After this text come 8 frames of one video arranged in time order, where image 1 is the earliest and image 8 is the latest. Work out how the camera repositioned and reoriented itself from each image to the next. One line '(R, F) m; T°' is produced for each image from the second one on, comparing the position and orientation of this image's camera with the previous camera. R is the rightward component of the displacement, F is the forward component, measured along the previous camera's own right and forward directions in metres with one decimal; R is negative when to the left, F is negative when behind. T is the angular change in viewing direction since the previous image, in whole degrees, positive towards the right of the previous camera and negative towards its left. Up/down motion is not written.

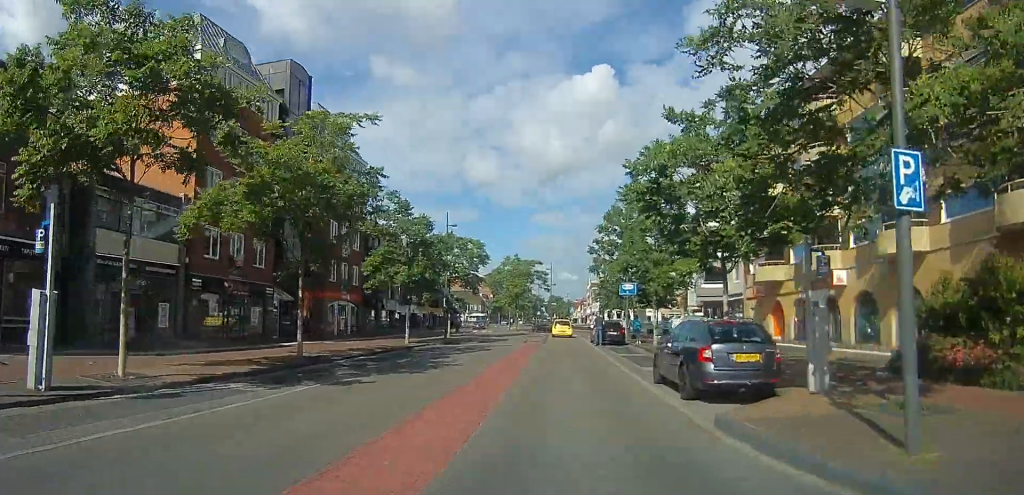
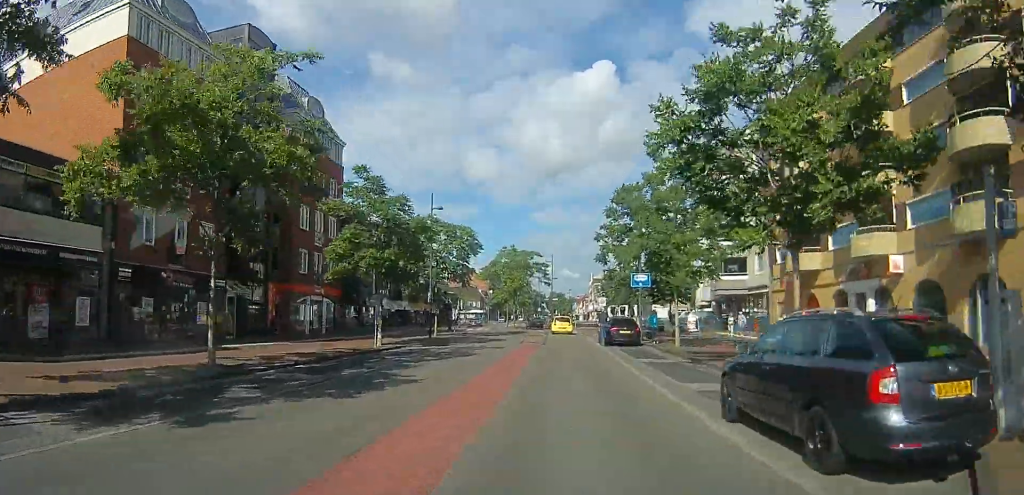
(+0.9, +4.8) m; 0°
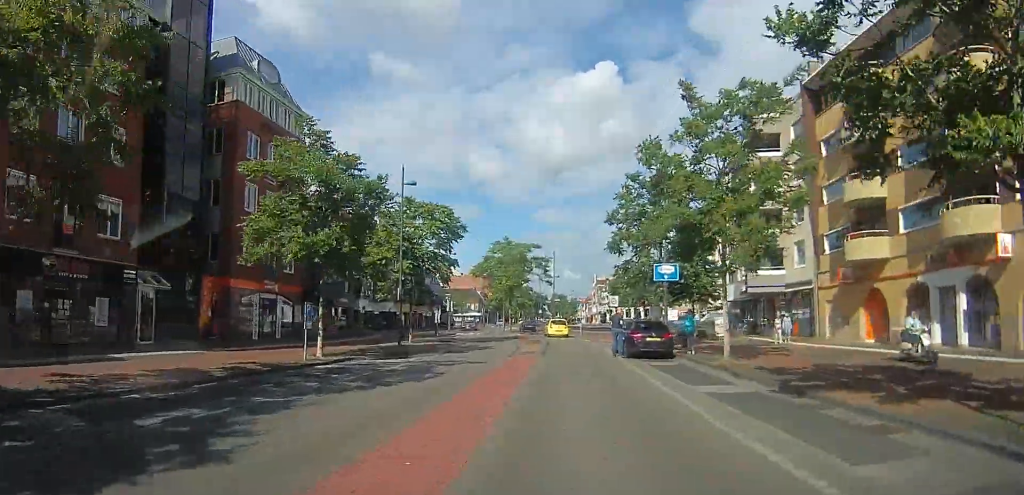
(-0.2, +6.4) m; 0°
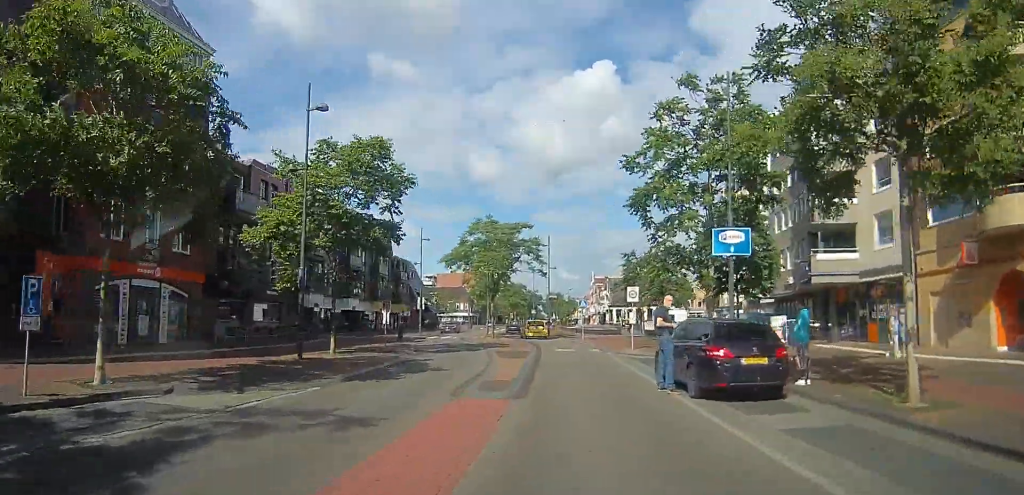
(0.0, +9.3) m; +6°
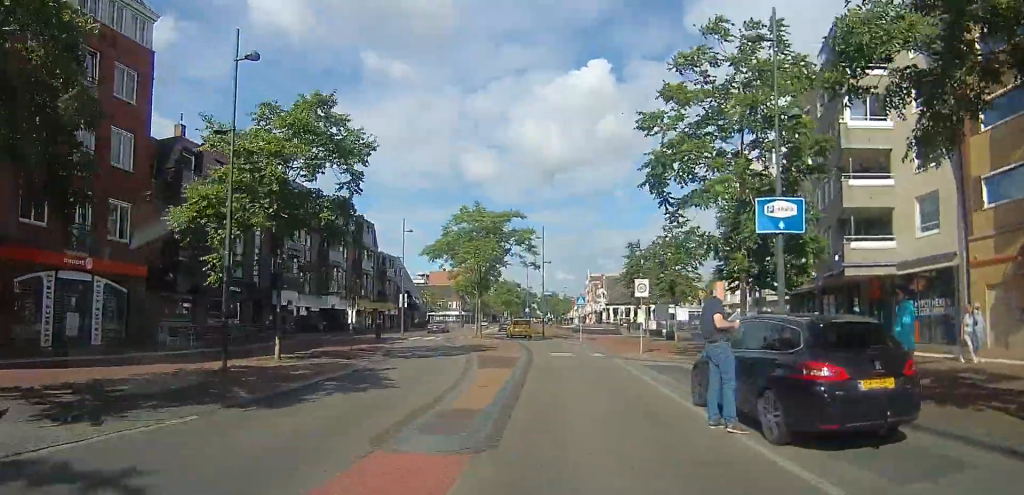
(+0.2, +3.6) m; +4°
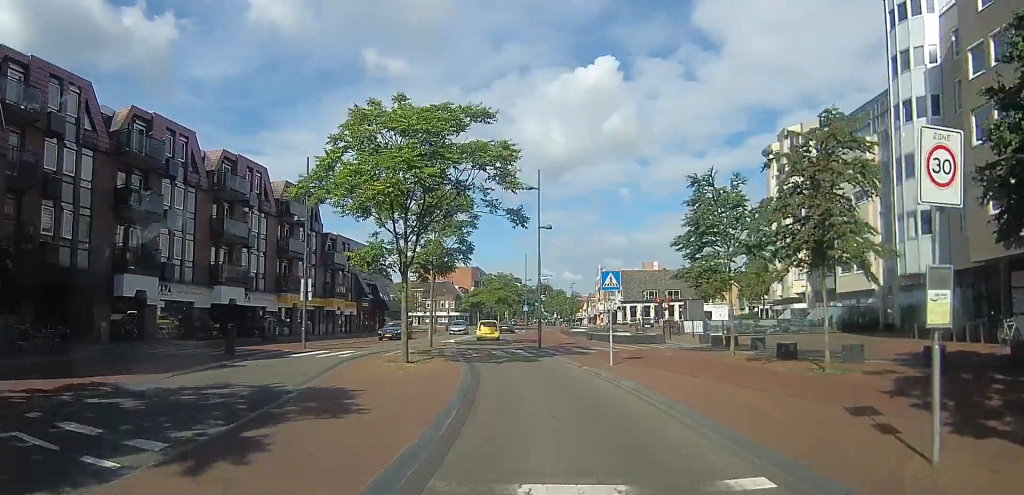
(-2.4, +17.3) m; -9°
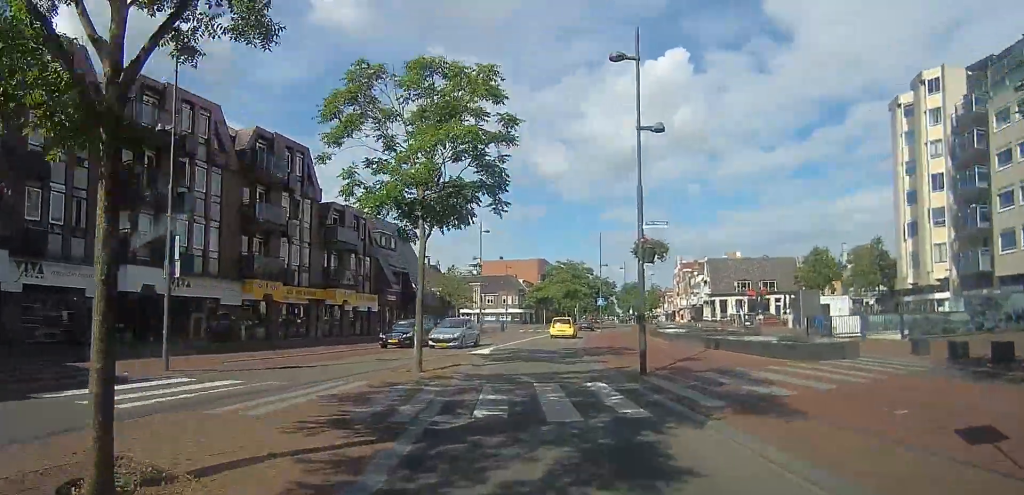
(+0.5, +13.6) m; -6°
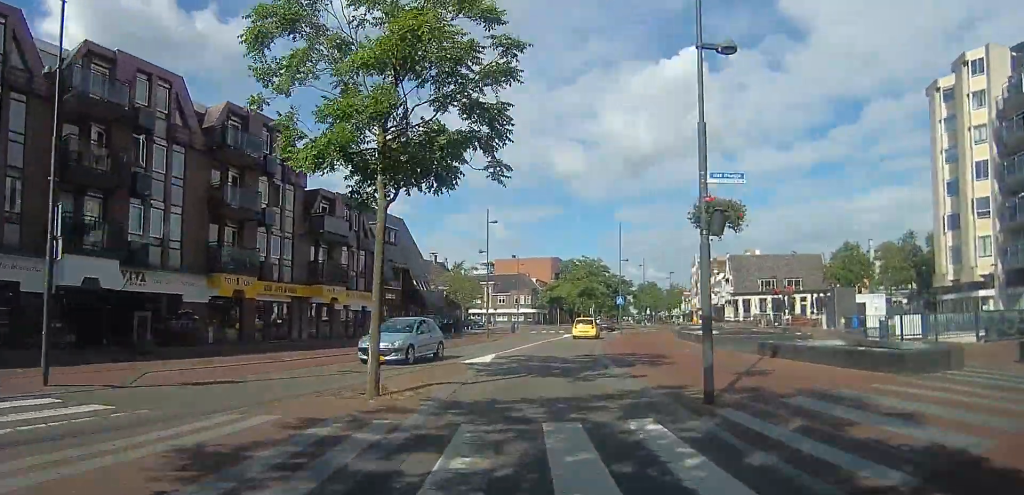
(-0.3, +4.3) m; -5°
